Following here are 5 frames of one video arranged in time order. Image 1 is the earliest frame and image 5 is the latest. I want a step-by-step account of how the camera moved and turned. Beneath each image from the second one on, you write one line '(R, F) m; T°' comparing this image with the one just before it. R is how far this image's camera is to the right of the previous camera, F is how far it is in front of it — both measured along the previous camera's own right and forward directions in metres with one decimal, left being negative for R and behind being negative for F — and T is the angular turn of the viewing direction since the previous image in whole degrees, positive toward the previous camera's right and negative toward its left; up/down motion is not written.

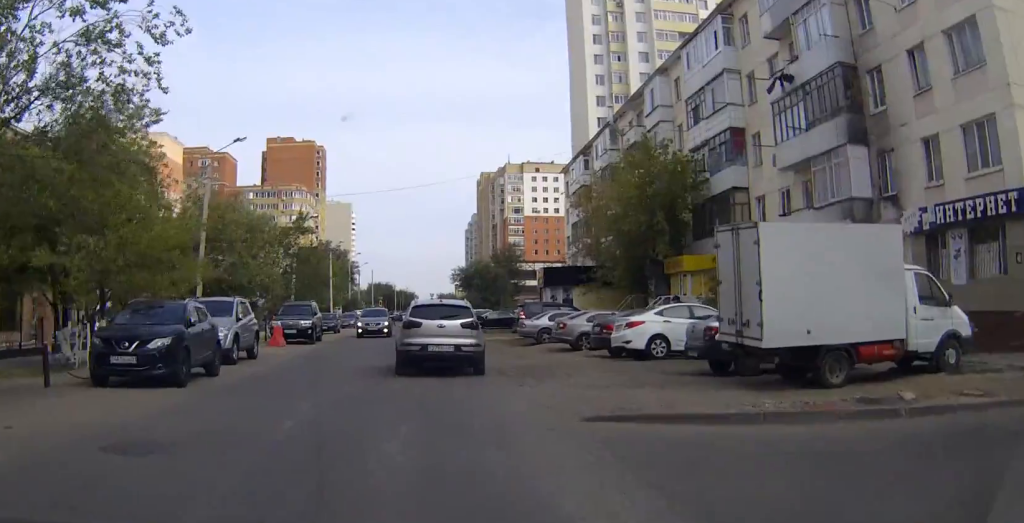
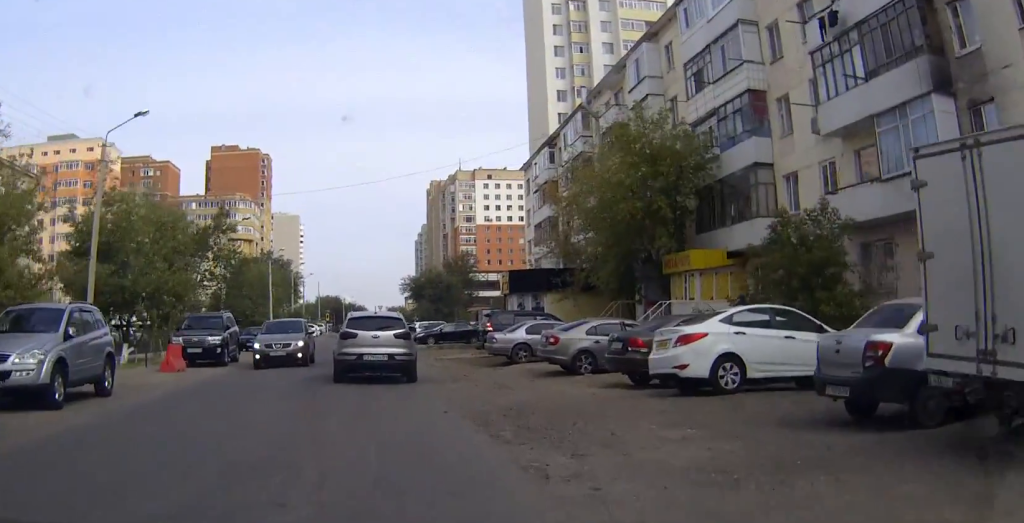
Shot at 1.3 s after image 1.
(+0.1, +8.9) m; 0°
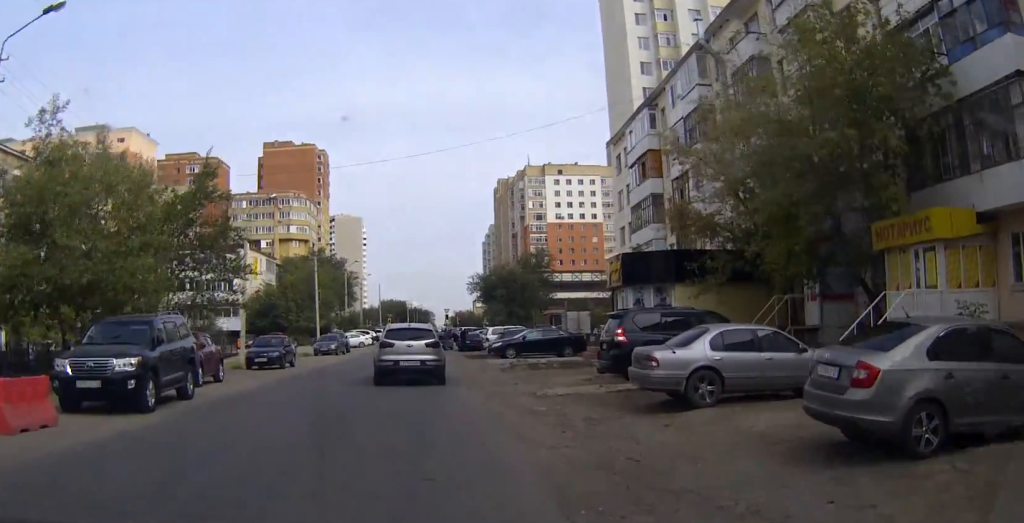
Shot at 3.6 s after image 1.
(-0.5, +14.6) m; -3°
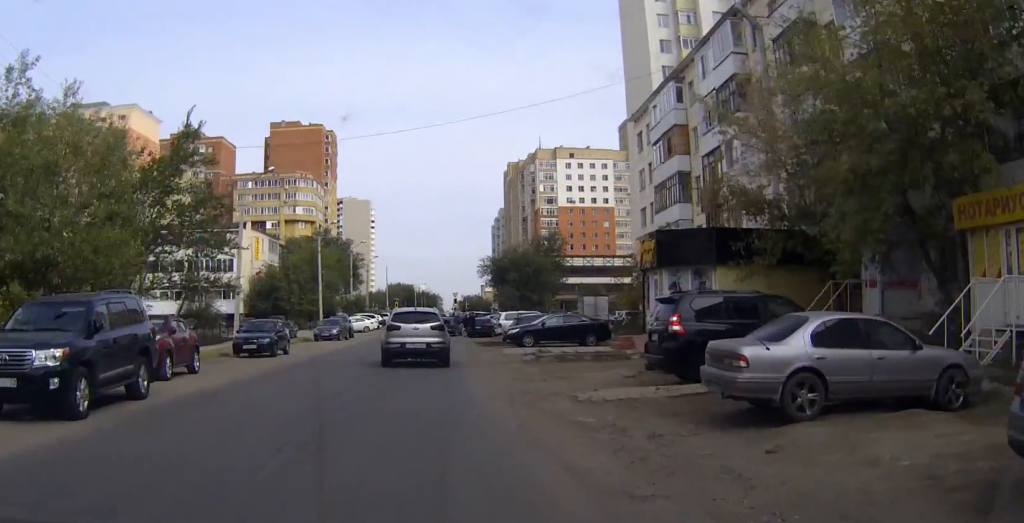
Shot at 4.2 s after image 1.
(0.0, +3.9) m; 0°
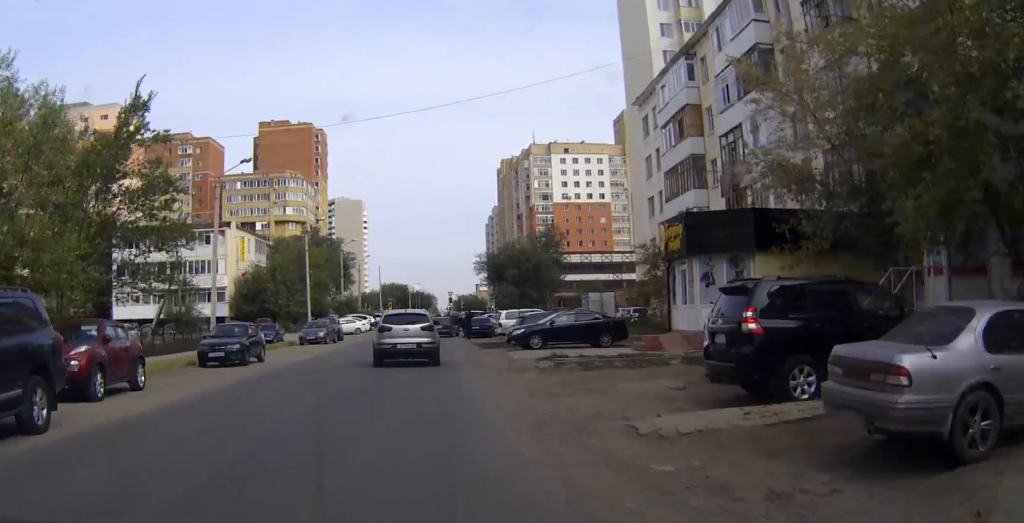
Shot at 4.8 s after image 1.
(0.0, +4.4) m; 0°
